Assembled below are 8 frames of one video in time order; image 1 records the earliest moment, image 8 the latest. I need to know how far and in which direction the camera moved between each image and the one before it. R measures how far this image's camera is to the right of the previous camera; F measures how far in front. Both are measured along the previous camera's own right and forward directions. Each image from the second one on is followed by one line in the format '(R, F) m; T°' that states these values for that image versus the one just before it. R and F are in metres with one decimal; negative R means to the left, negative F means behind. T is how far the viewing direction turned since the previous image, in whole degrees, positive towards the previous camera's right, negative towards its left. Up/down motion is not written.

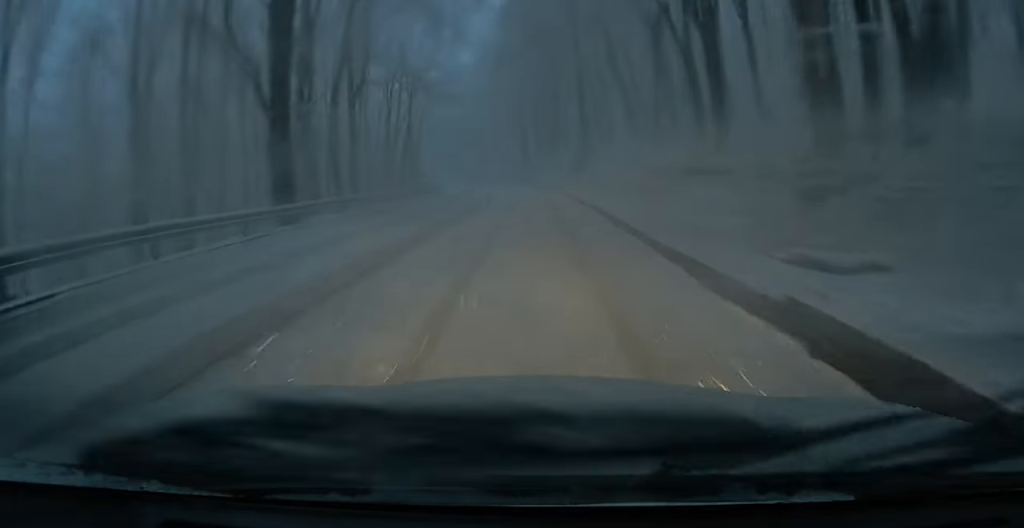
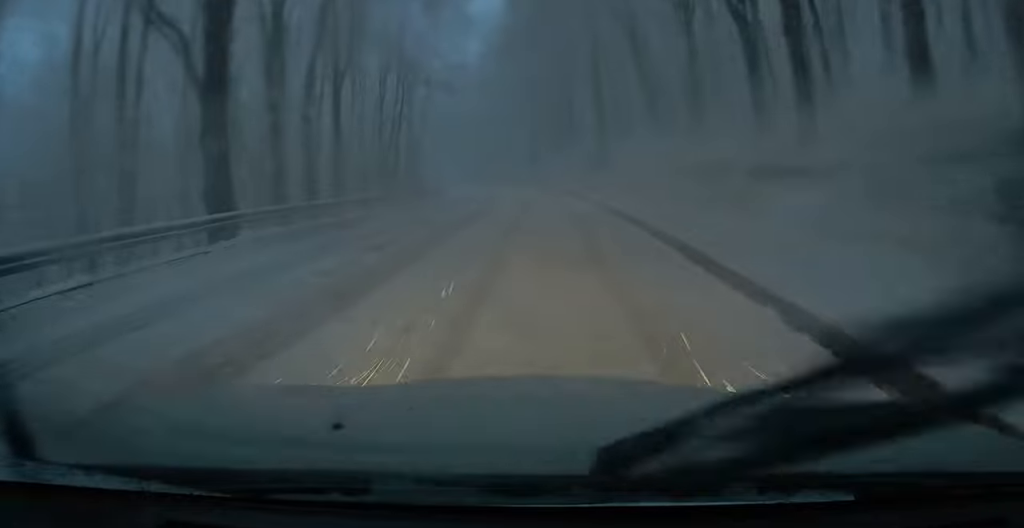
(-0.1, +5.4) m; +5°
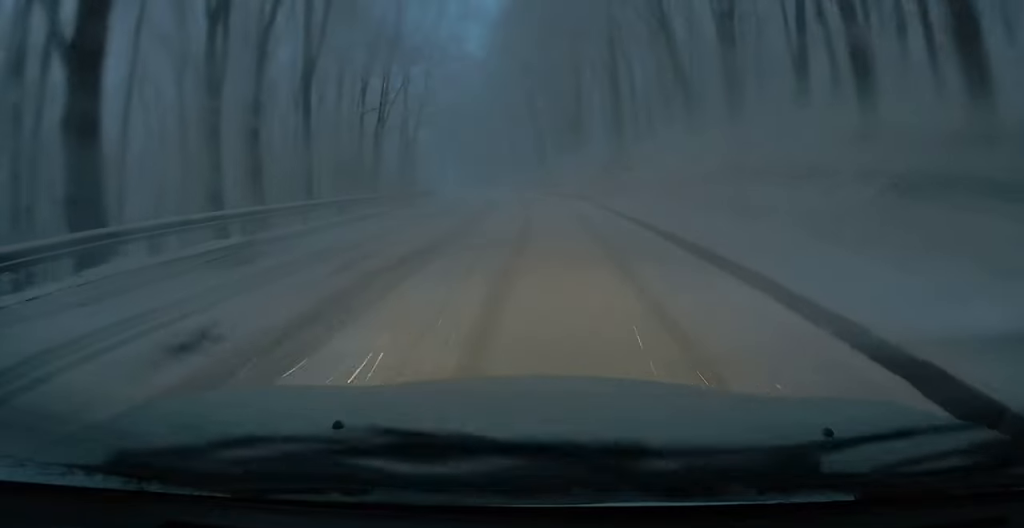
(+0.5, +5.7) m; 0°
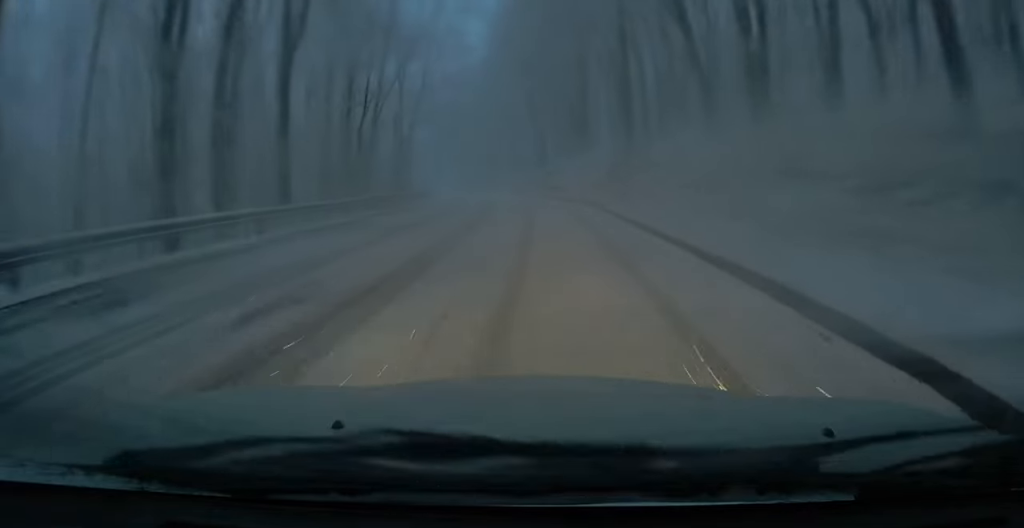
(+0.2, +3.1) m; 0°
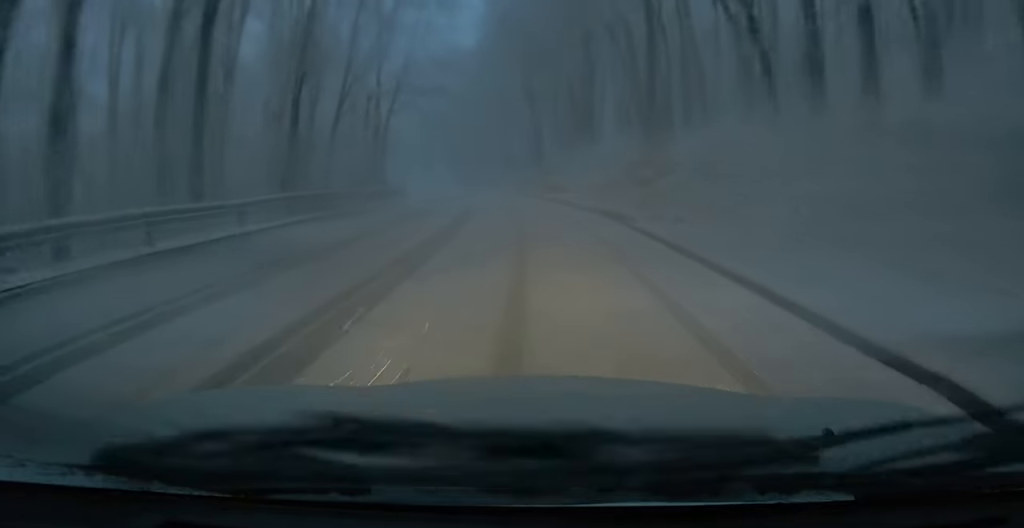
(-0.8, +7.5) m; -2°
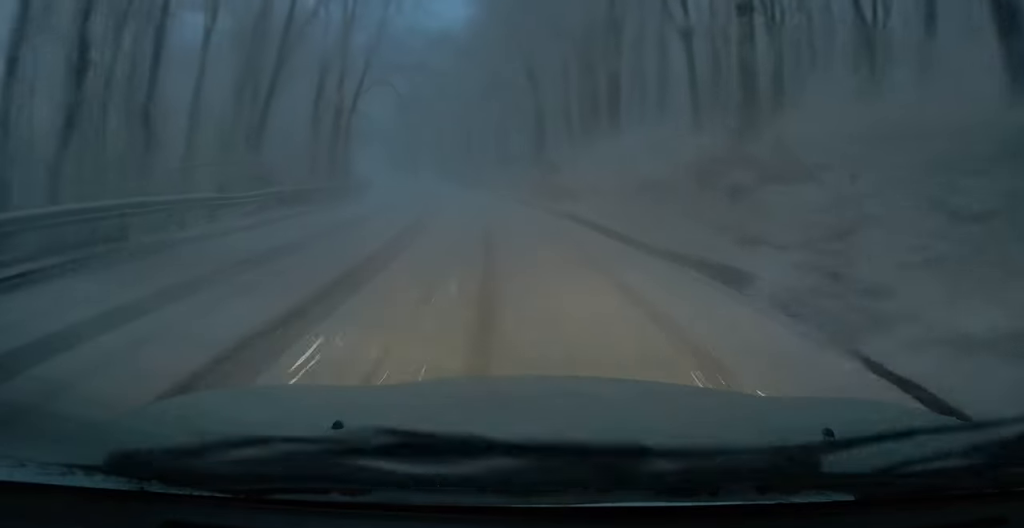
(+0.3, +11.2) m; 0°
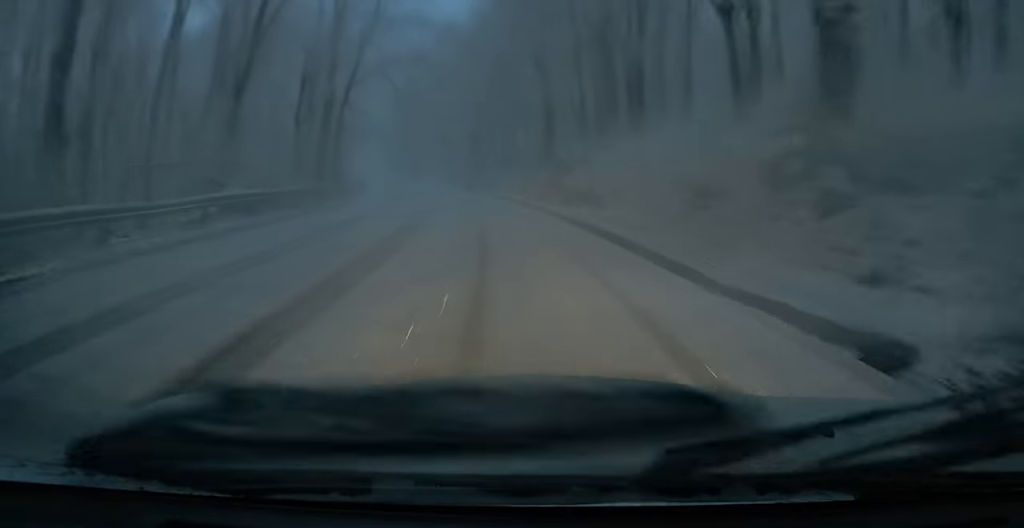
(-0.3, +4.0) m; 0°
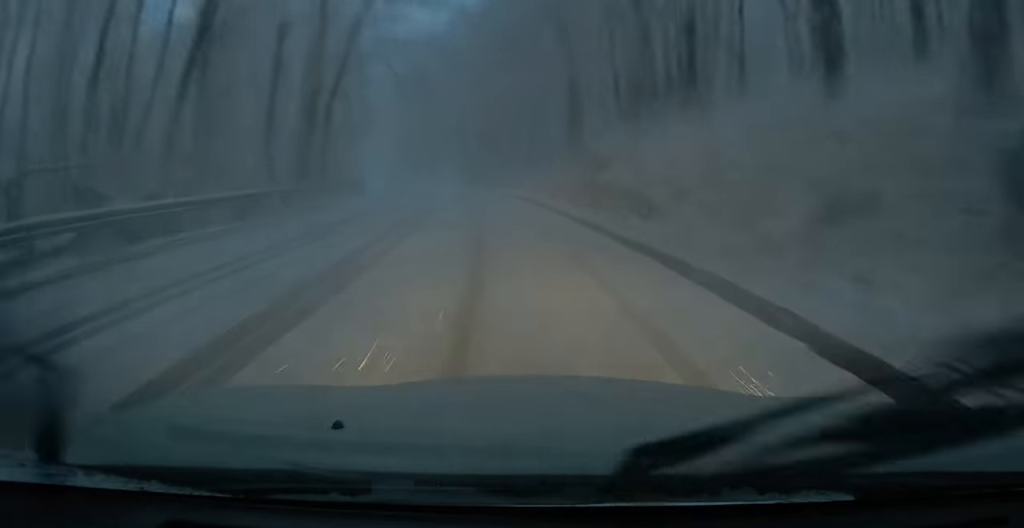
(+0.2, +5.8) m; +2°
